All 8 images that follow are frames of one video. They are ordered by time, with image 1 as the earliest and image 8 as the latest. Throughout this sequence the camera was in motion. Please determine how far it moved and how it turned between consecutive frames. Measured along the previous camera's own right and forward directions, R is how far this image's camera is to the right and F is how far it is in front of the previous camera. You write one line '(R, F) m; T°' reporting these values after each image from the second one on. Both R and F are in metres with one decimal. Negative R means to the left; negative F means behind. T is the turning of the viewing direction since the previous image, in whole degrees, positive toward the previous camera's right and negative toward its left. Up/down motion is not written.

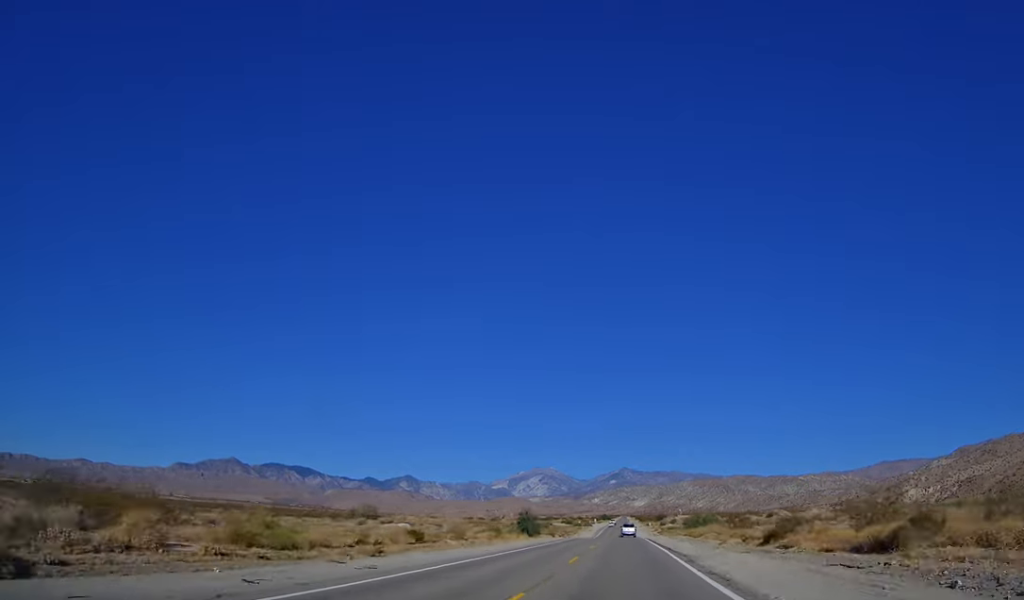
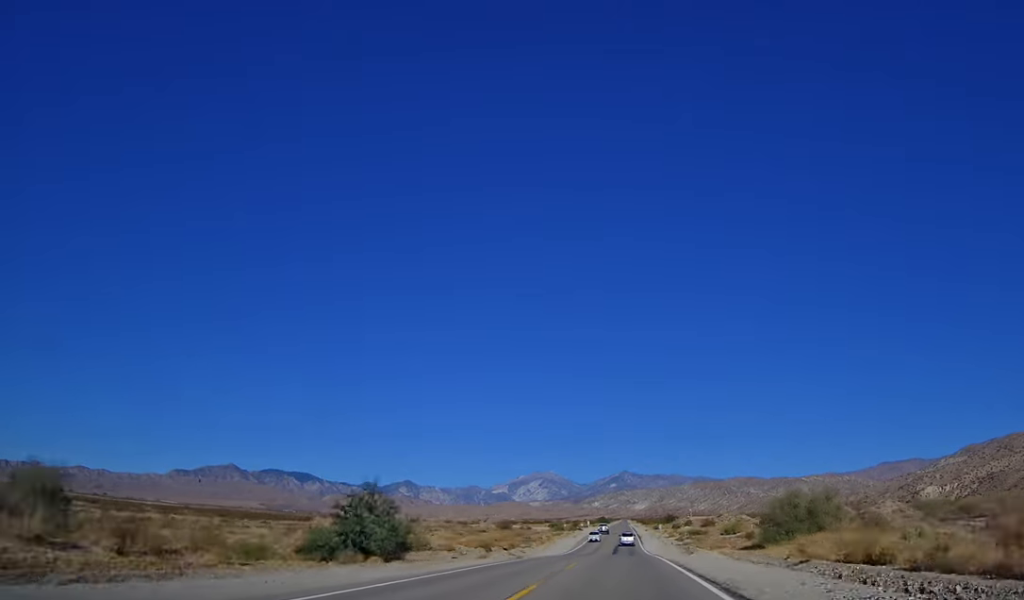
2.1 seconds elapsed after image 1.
(0.0, +54.6) m; 0°
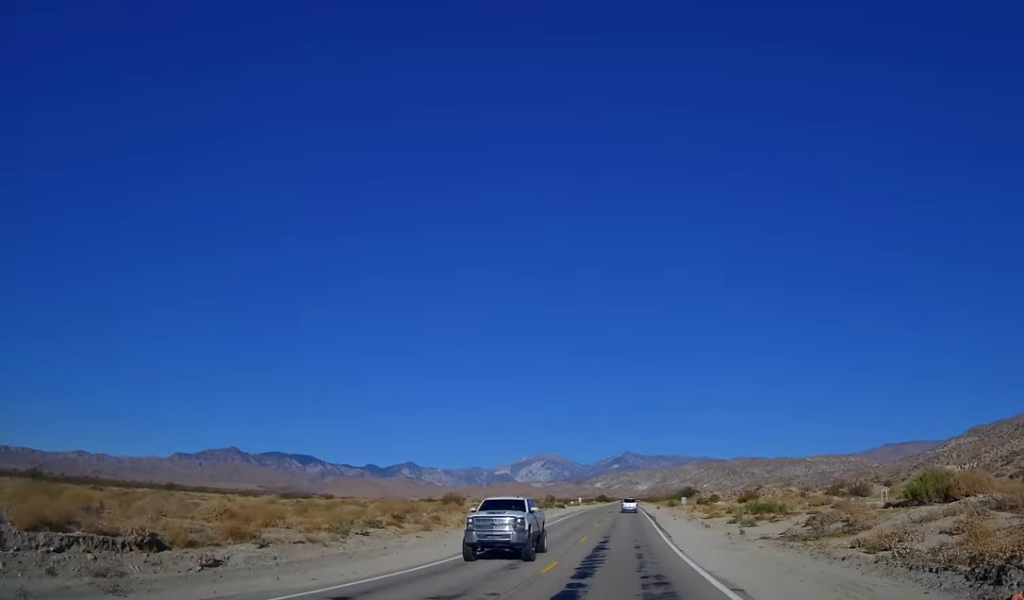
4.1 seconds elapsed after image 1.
(0.0, +51.4) m; 0°
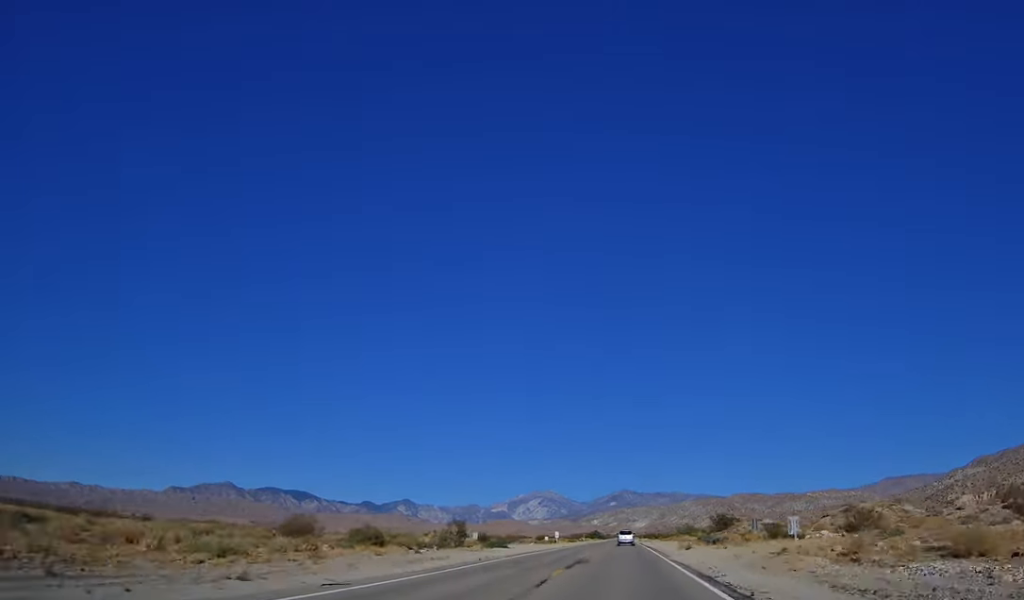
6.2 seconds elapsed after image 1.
(0.0, +53.3) m; 0°
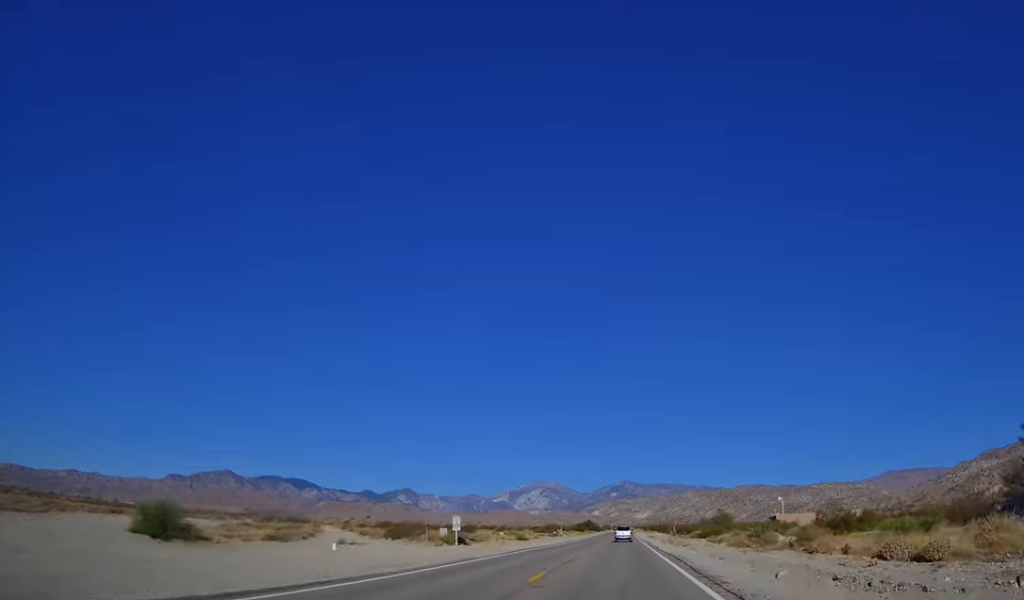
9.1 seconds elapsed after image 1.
(-0.1, +74.1) m; 0°
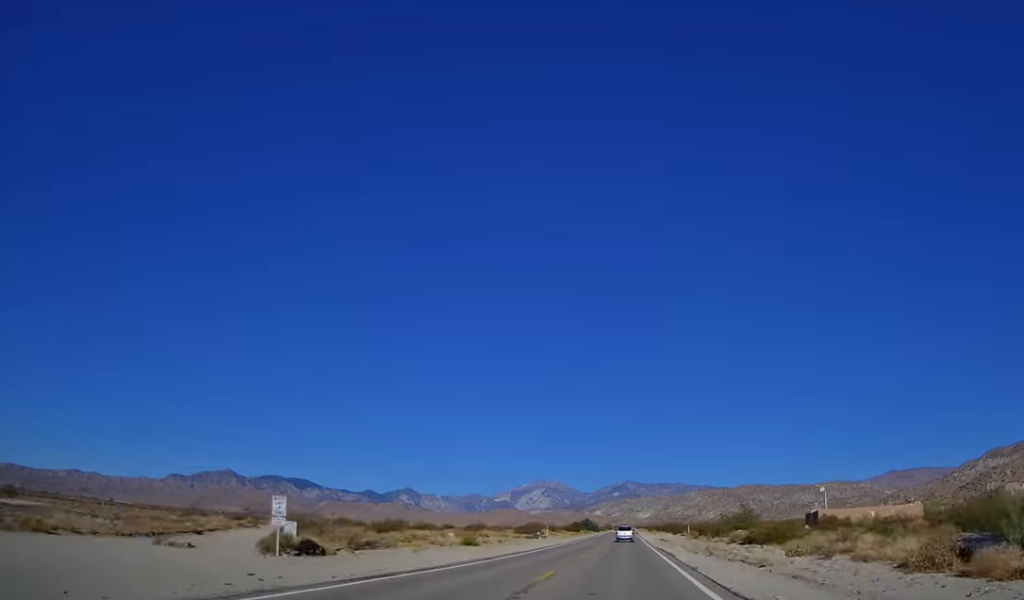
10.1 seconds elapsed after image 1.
(0.0, +27.6) m; 0°
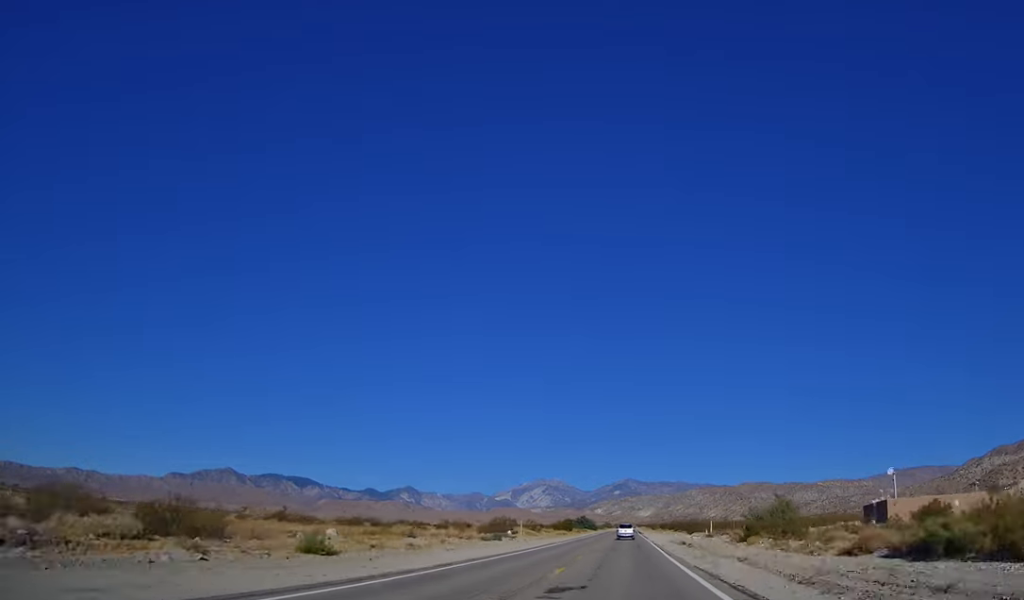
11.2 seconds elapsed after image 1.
(0.0, +27.6) m; 0°
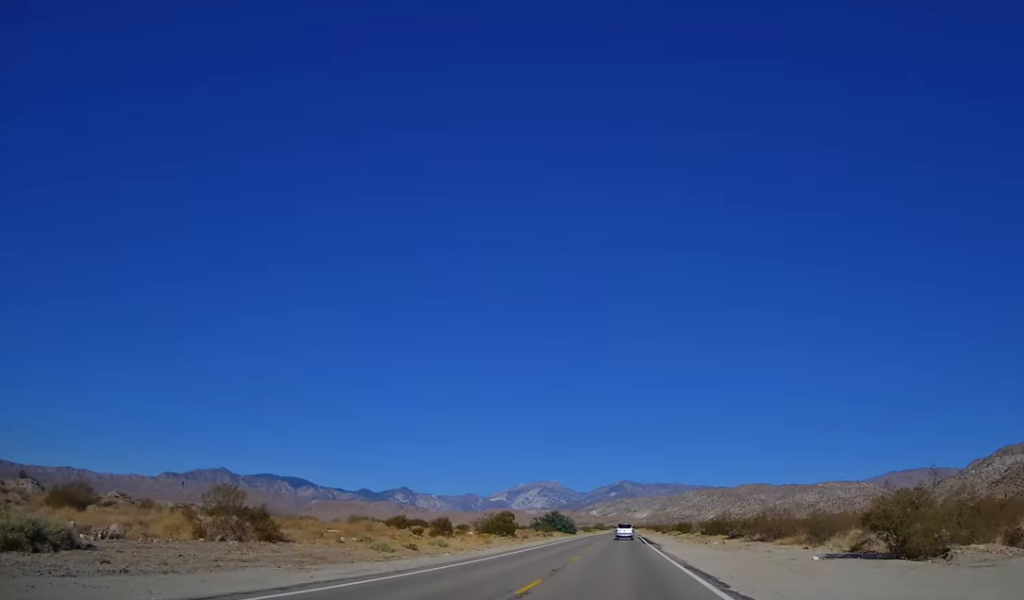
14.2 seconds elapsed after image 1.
(-0.8, +77.3) m; 0°
